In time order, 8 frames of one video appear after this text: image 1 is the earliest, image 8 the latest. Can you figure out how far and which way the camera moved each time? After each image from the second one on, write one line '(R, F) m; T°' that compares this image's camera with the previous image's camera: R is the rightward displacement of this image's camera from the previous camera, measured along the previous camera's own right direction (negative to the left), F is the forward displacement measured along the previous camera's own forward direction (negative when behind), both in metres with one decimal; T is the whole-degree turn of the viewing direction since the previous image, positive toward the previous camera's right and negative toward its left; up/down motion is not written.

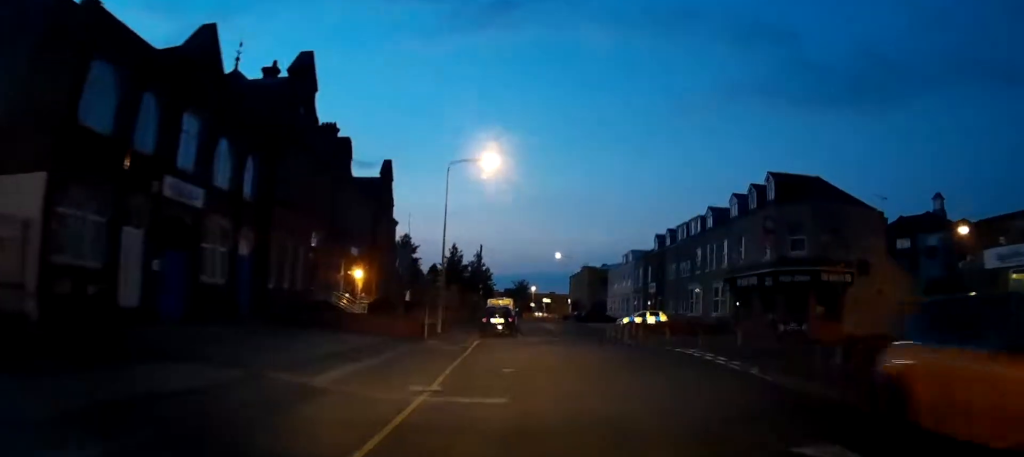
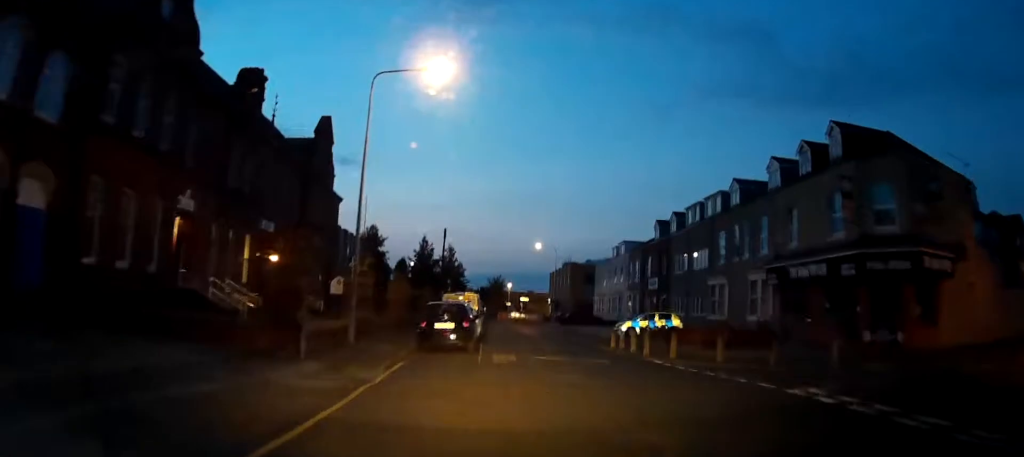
(+0.6, +12.6) m; +4°
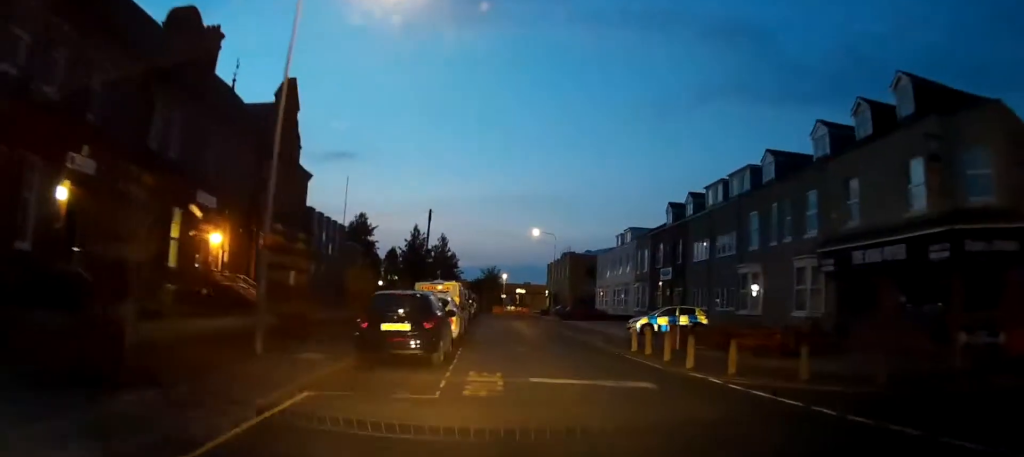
(+0.2, +6.6) m; +2°
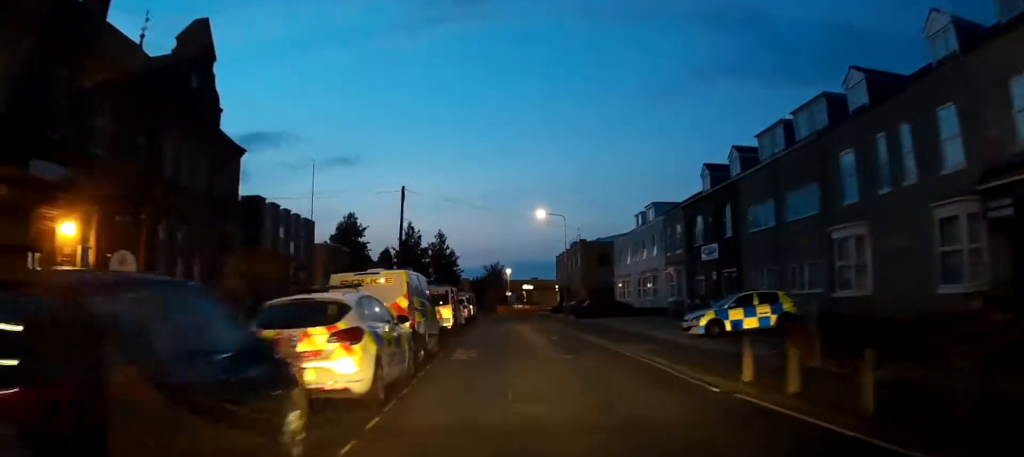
(+0.2, +10.3) m; 0°
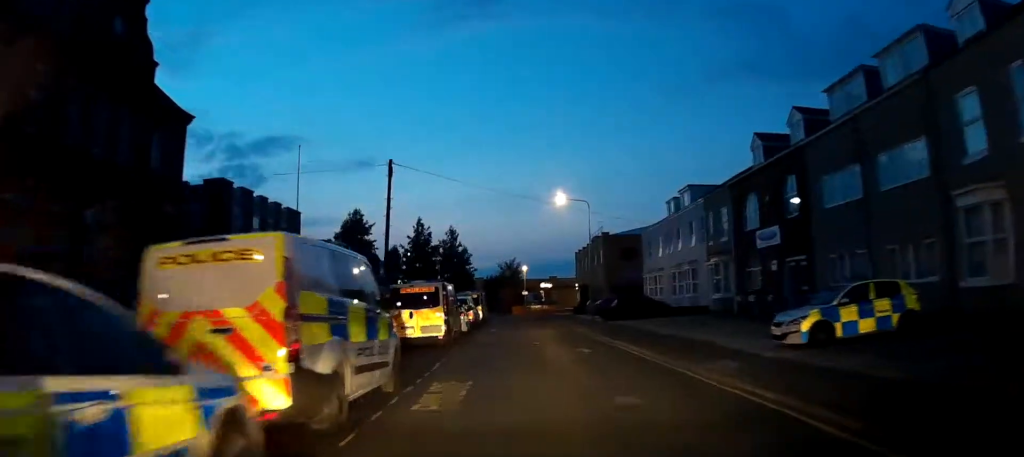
(-0.2, +6.8) m; -2°
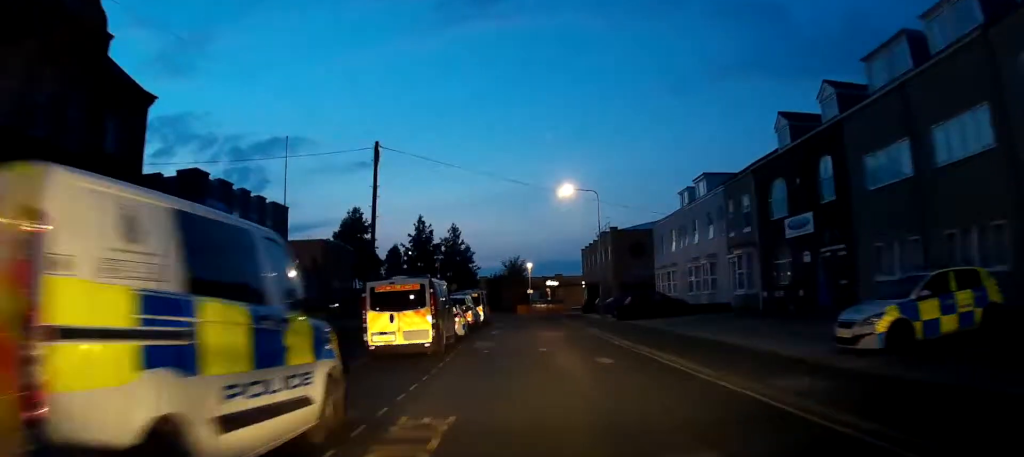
(0.0, +3.2) m; -1°
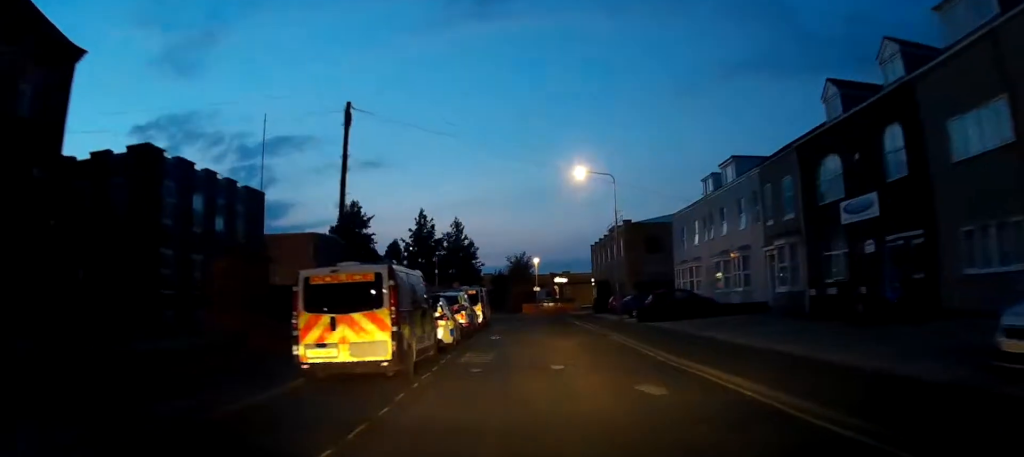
(0.0, +4.9) m; -1°
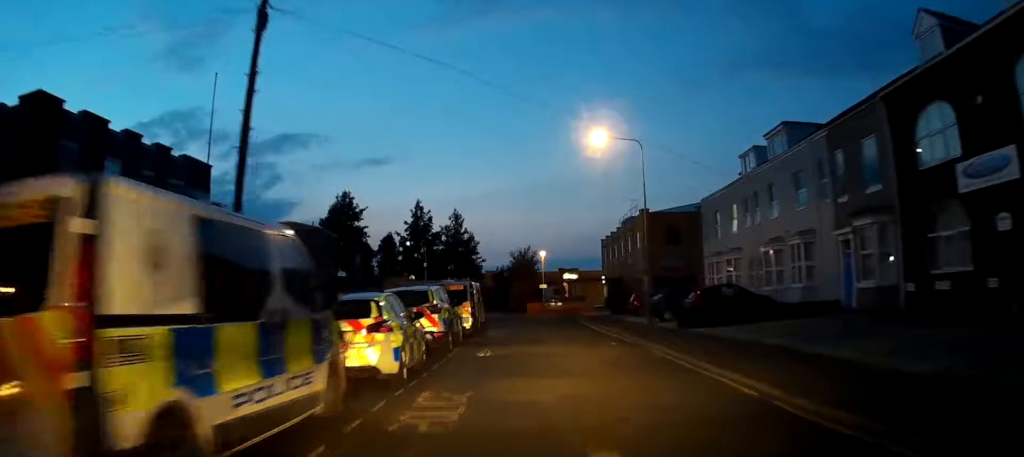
(0.0, +7.3) m; -1°
